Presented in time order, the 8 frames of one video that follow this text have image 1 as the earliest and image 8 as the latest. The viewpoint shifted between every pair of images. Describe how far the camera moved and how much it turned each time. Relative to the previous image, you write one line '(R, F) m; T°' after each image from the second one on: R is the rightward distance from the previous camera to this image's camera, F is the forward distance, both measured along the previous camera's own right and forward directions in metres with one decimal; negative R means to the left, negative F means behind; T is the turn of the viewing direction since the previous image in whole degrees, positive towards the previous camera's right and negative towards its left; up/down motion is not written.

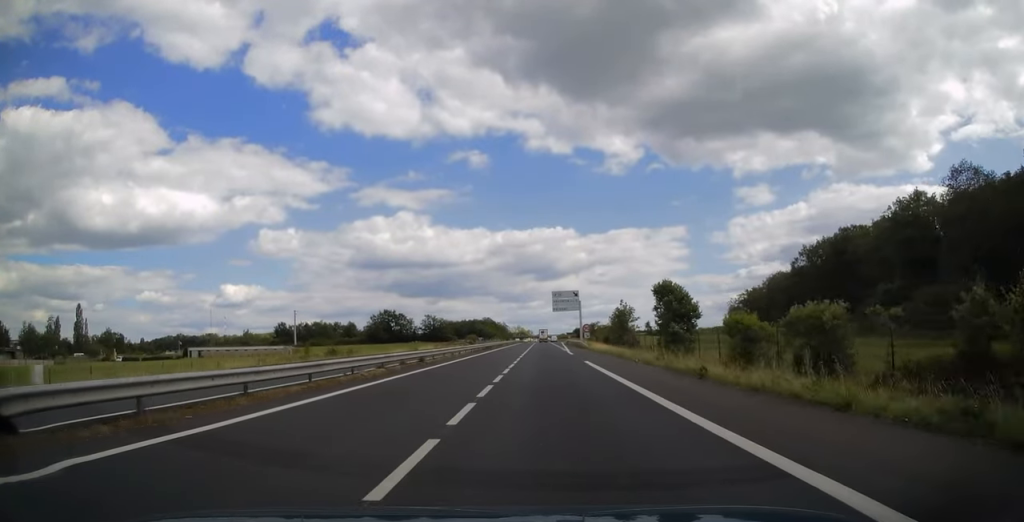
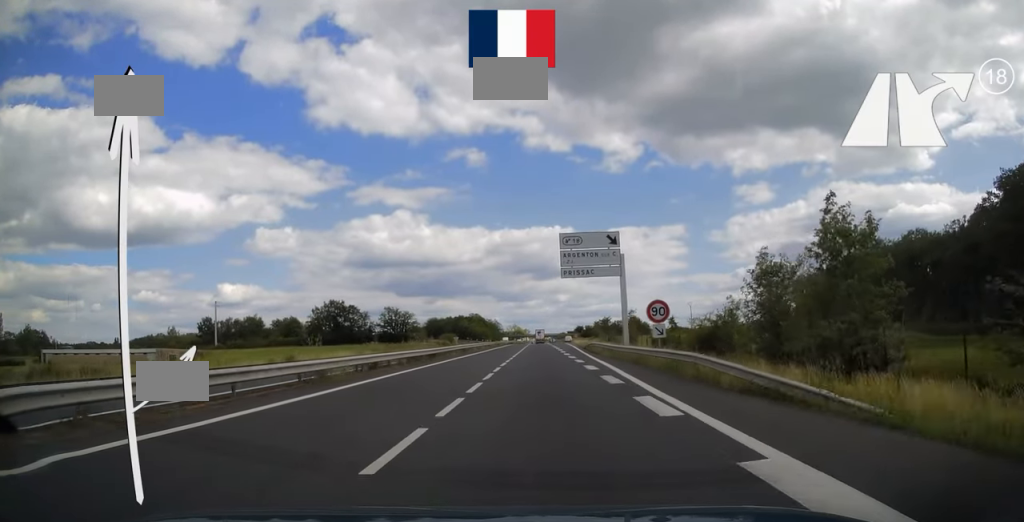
(+0.1, +55.8) m; 0°
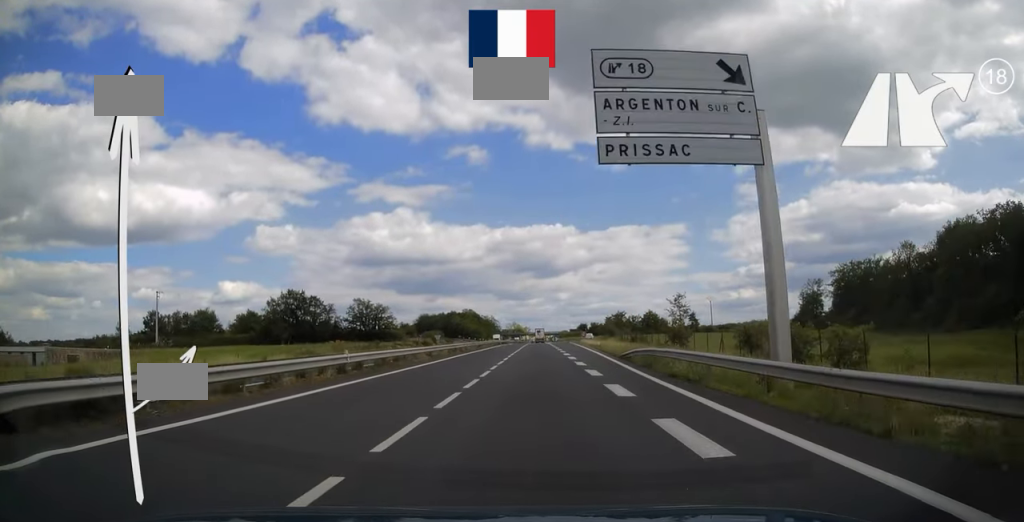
(0.0, +29.3) m; 0°
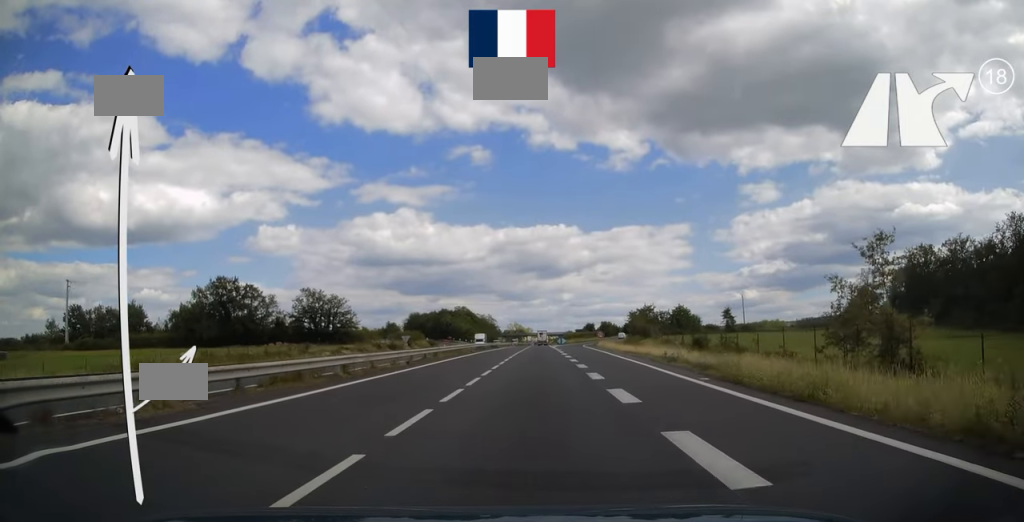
(-0.1, +33.7) m; 0°
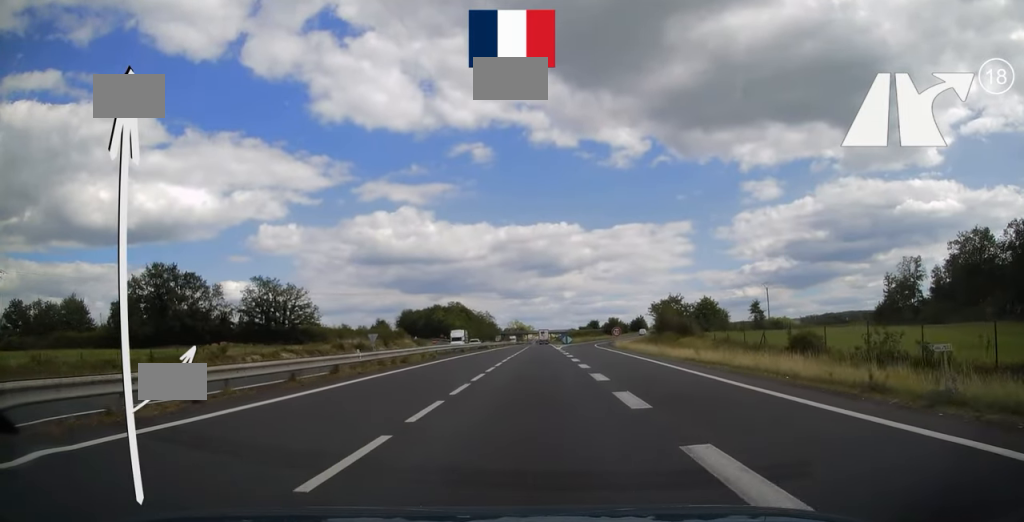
(+0.1, +20.5) m; 0°
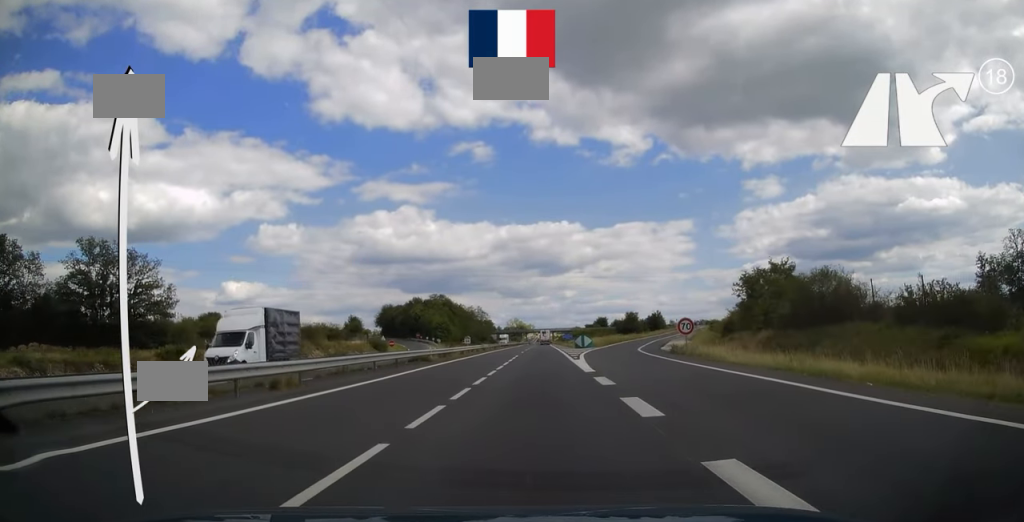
(-0.1, +39.6) m; 0°
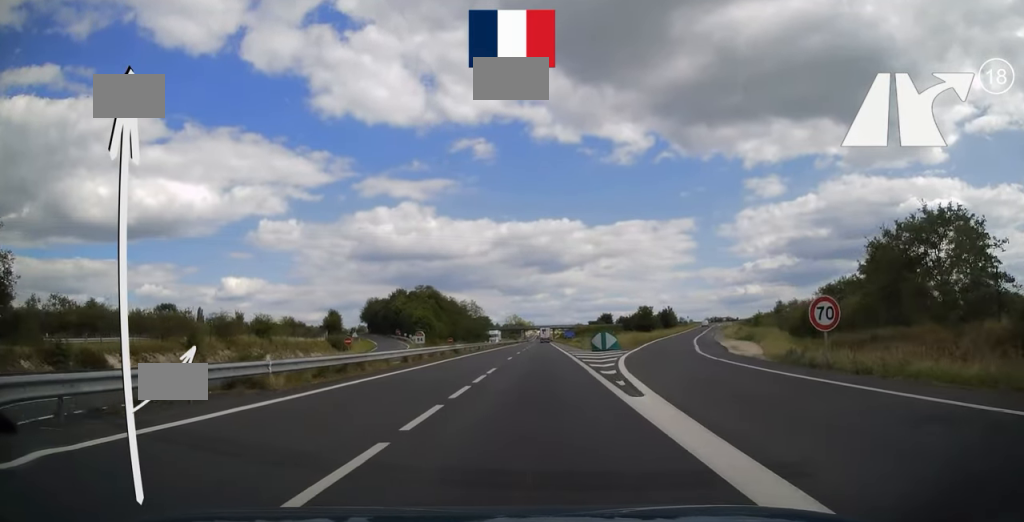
(0.0, +22.1) m; 0°
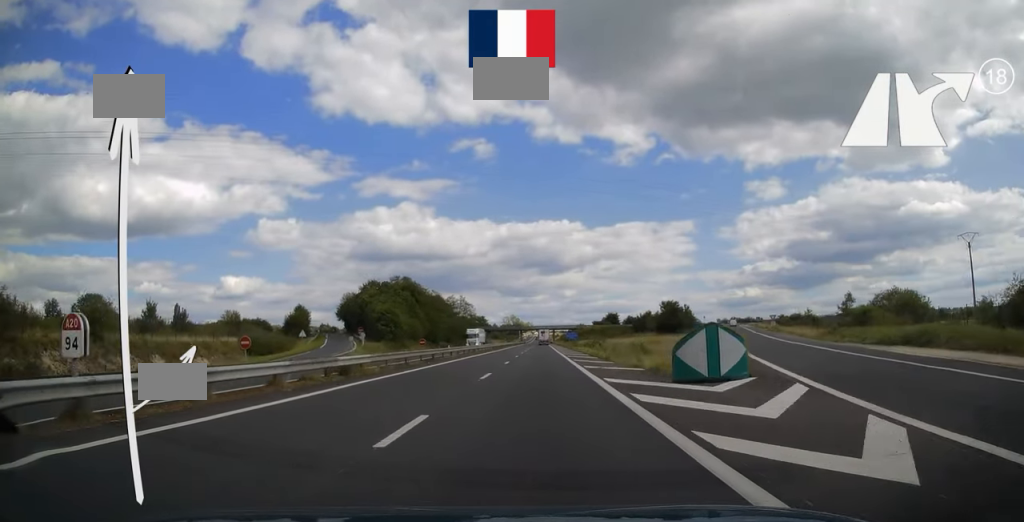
(0.0, +27.5) m; 0°
